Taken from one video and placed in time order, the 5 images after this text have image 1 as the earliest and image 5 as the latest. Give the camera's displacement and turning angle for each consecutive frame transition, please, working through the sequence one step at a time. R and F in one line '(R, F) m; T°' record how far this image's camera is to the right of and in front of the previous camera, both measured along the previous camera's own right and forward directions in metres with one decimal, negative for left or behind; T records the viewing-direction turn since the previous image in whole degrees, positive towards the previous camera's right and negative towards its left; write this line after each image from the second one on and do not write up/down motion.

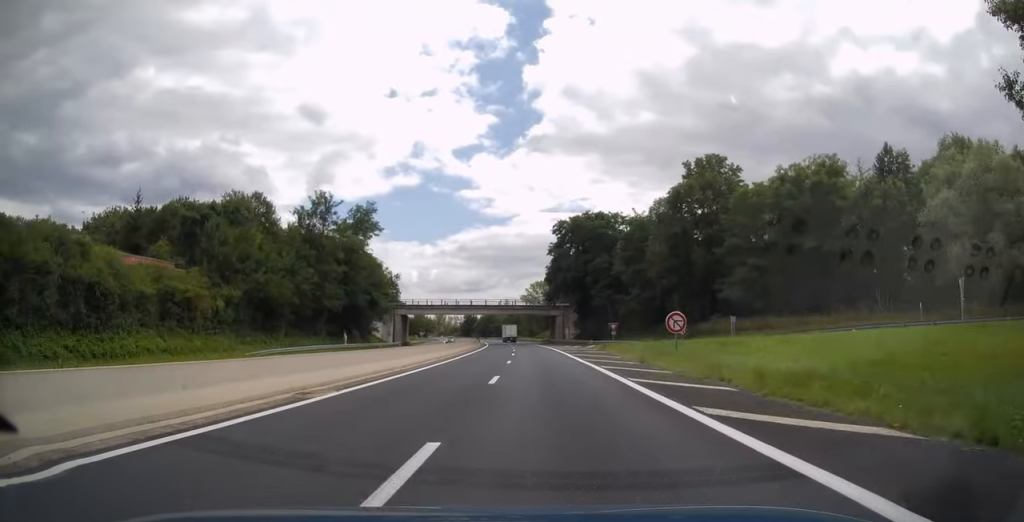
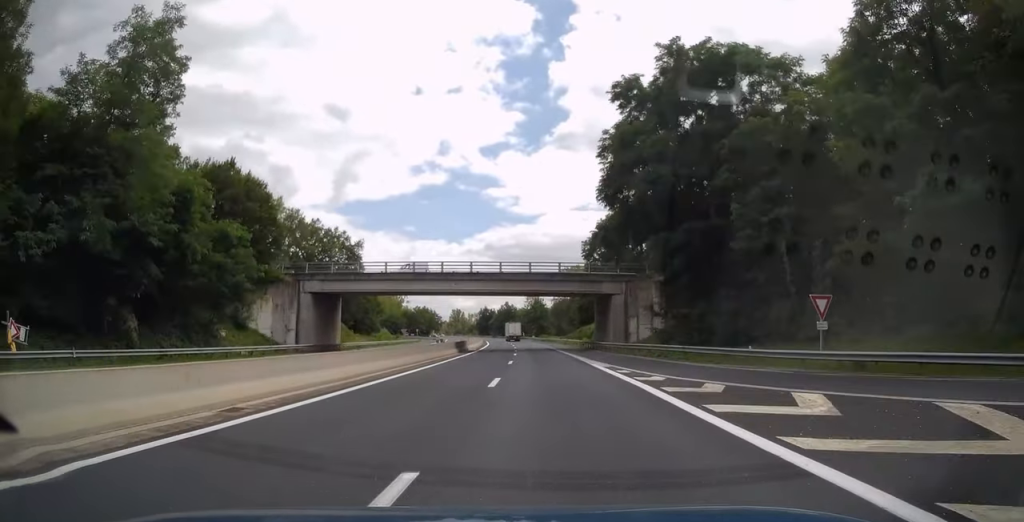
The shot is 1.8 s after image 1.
(-1.2, +53.5) m; -3°
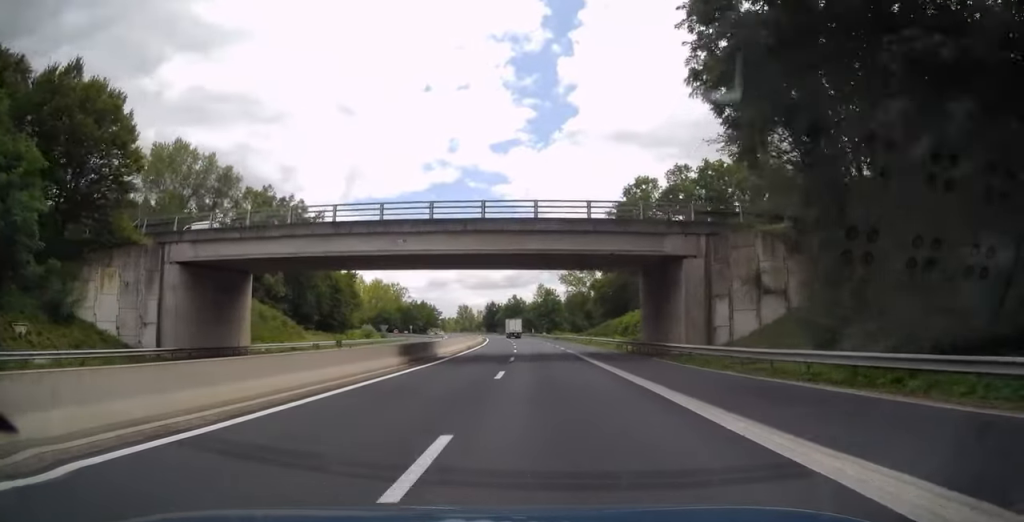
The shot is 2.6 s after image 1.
(-0.2, +24.0) m; -1°
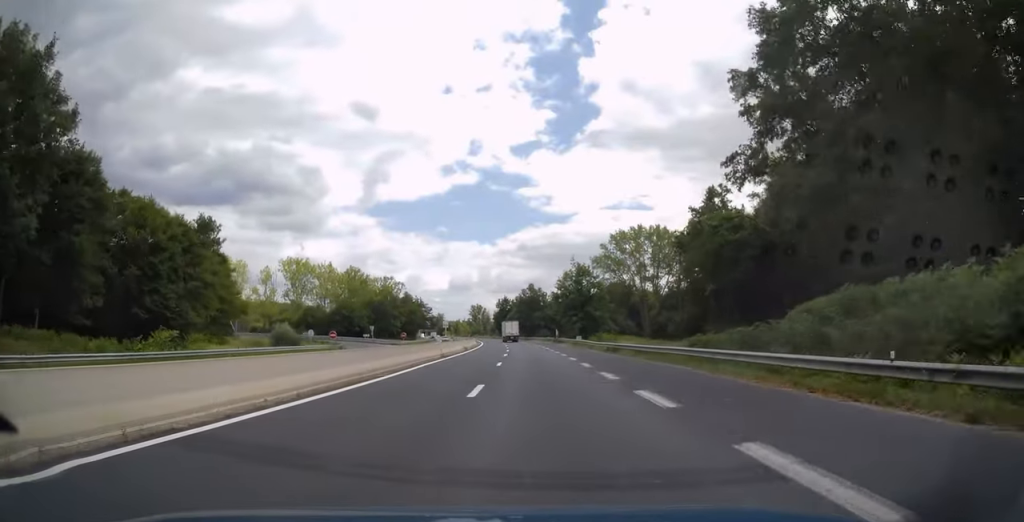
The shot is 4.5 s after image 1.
(-0.8, +55.9) m; -2°
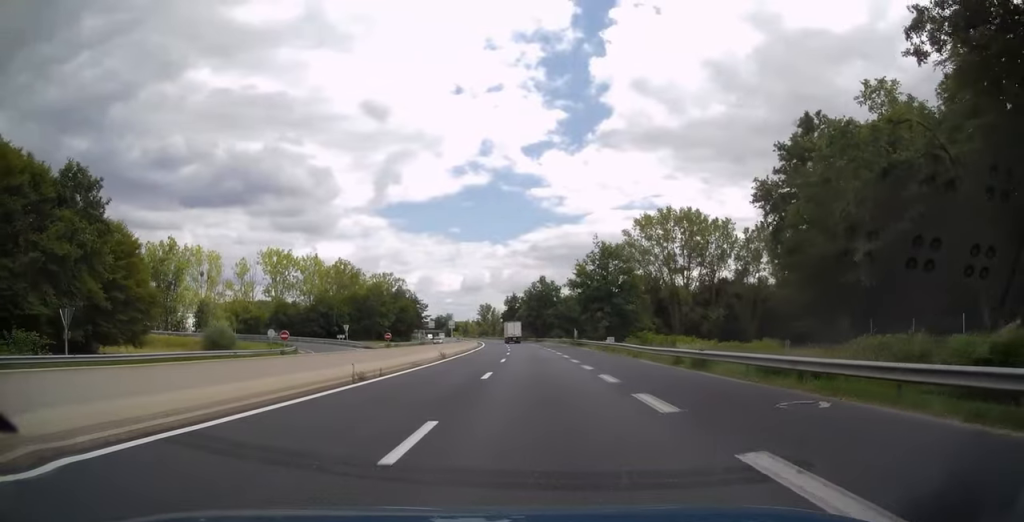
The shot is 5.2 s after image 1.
(0.0, +20.7) m; -1°
